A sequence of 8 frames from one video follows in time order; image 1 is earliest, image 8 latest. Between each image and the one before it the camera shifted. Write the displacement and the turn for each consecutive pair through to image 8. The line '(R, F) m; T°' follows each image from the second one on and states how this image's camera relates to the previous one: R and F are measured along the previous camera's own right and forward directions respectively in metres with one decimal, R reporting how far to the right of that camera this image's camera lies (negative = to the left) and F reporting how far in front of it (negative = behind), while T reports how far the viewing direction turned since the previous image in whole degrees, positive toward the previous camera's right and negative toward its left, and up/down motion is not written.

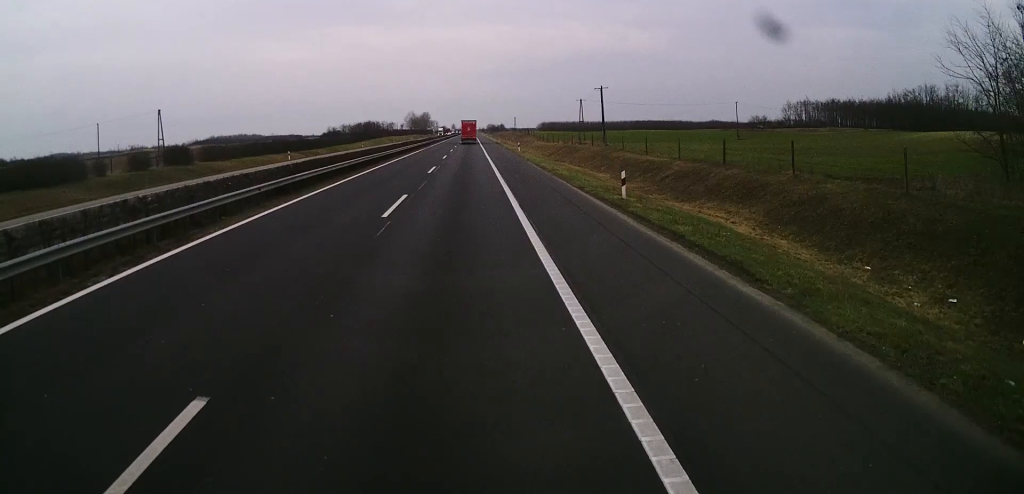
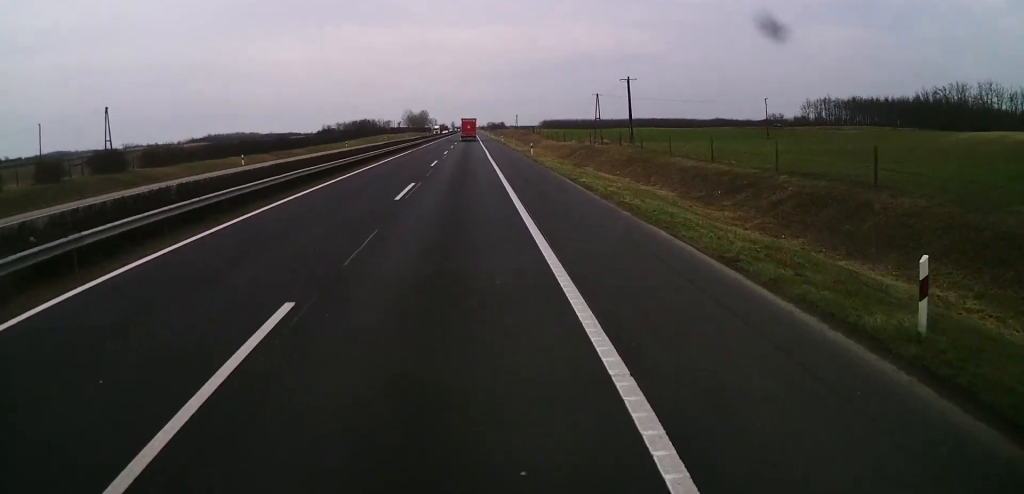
(+0.2, +15.4) m; 0°
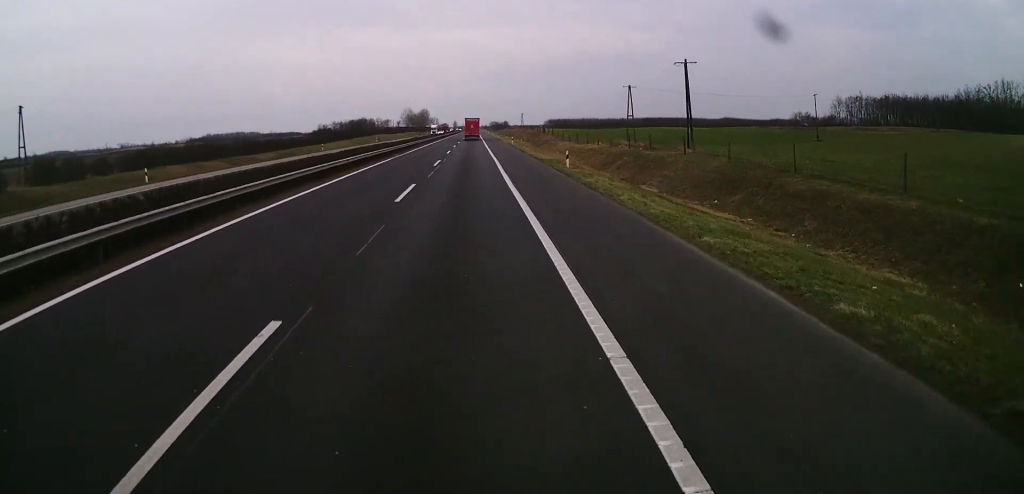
(-0.1, +19.3) m; 0°
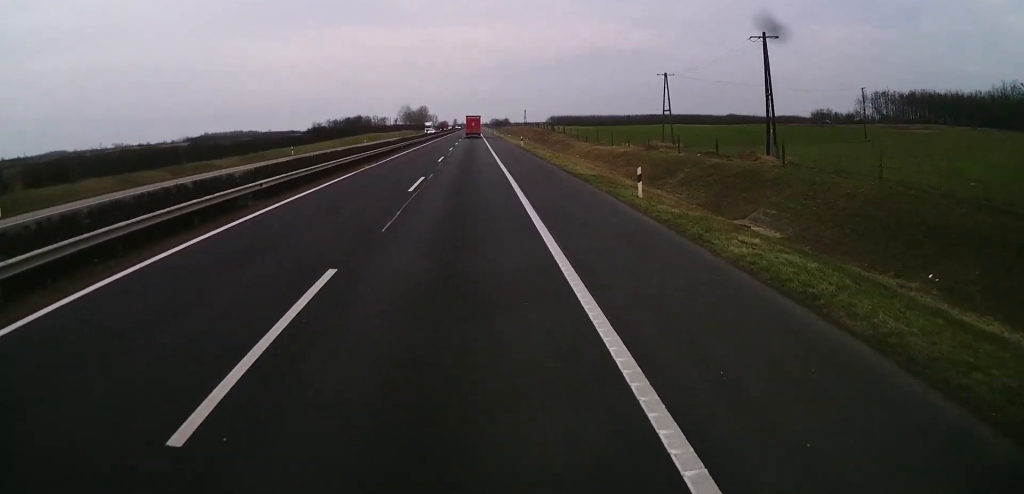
(-0.1, +15.4) m; 0°
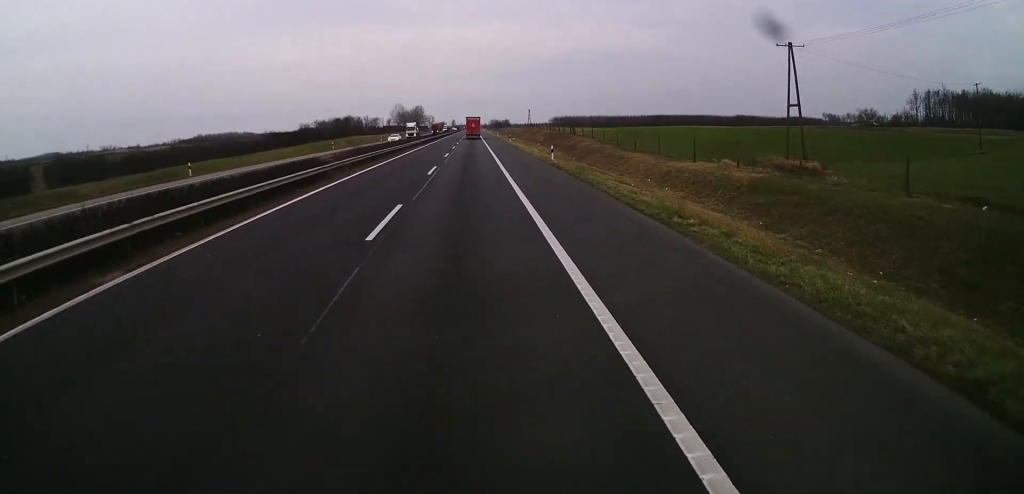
(+0.2, +27.7) m; 0°
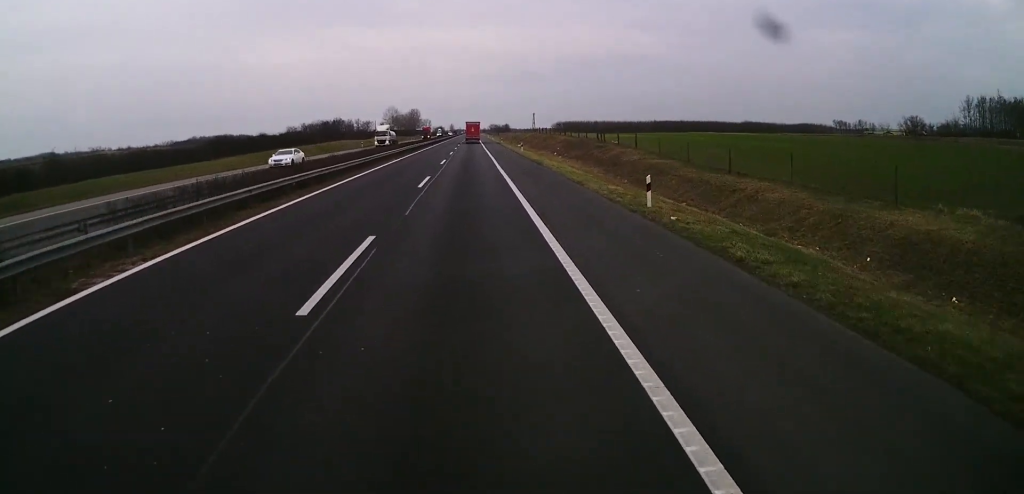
(0.0, +23.9) m; 0°
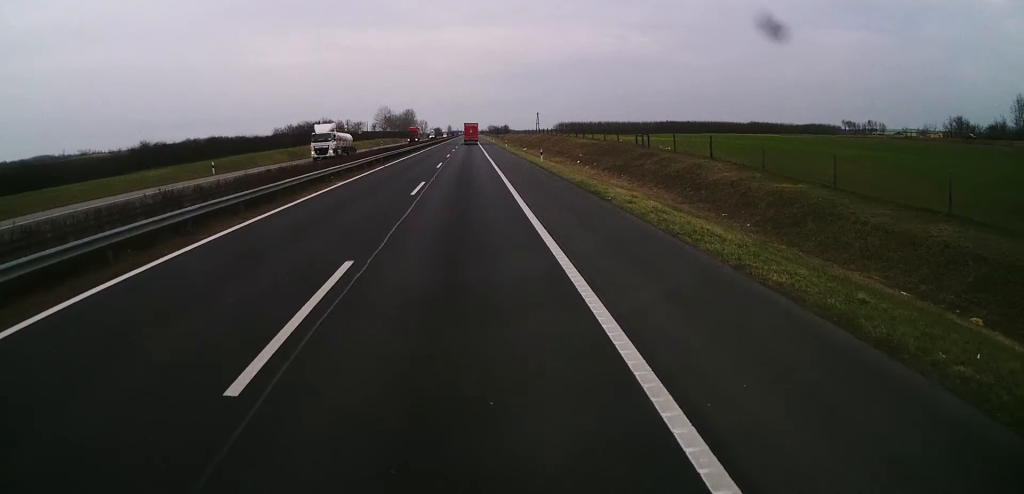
(-0.1, +20.8) m; 0°
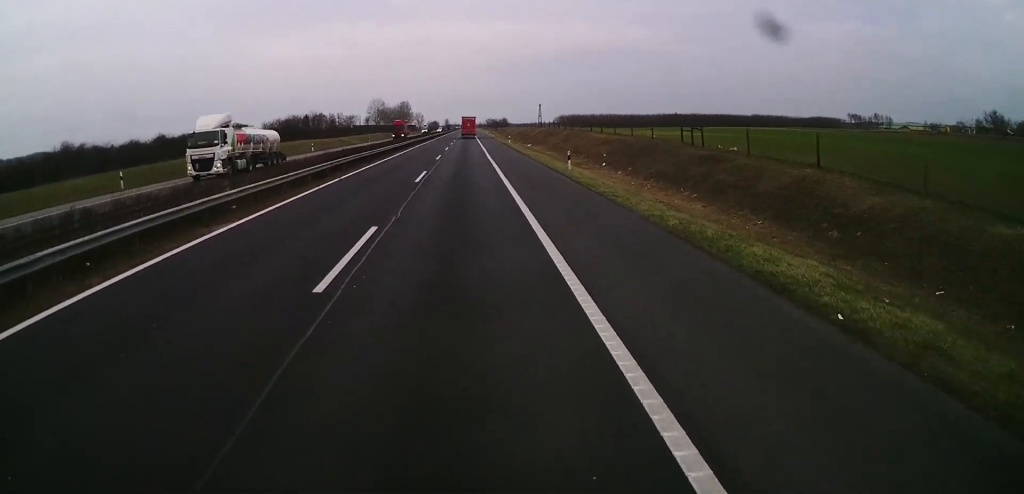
(0.0, +14.6) m; 0°
